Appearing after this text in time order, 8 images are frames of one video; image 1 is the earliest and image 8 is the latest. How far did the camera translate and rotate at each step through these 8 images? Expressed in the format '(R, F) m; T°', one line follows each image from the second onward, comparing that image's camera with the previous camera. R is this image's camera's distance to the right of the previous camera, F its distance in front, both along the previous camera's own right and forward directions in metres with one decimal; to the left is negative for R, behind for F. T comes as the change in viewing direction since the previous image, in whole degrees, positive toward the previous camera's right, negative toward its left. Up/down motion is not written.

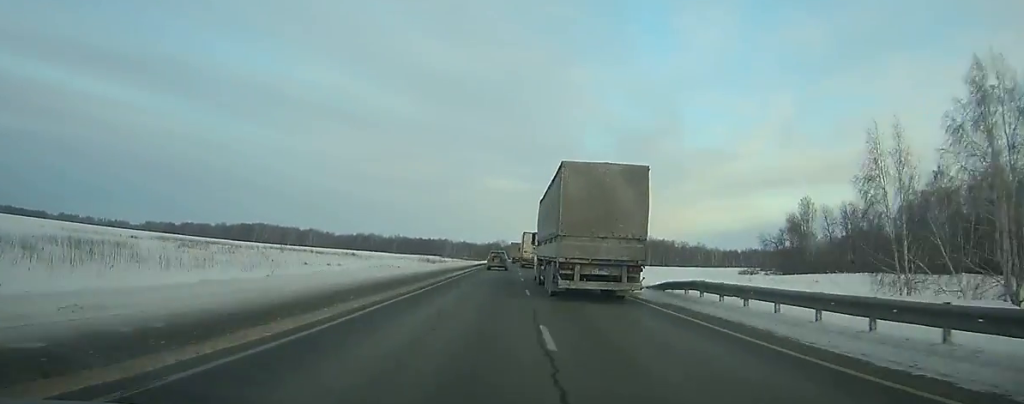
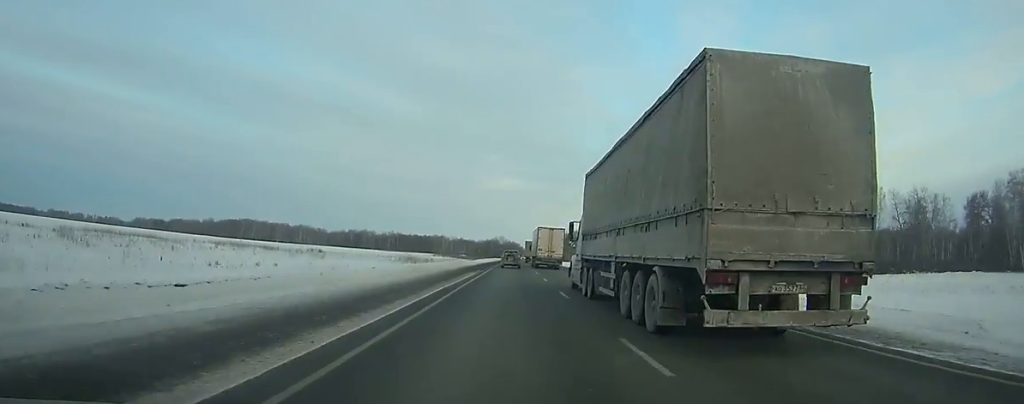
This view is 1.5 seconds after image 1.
(-0.4, +36.1) m; +1°
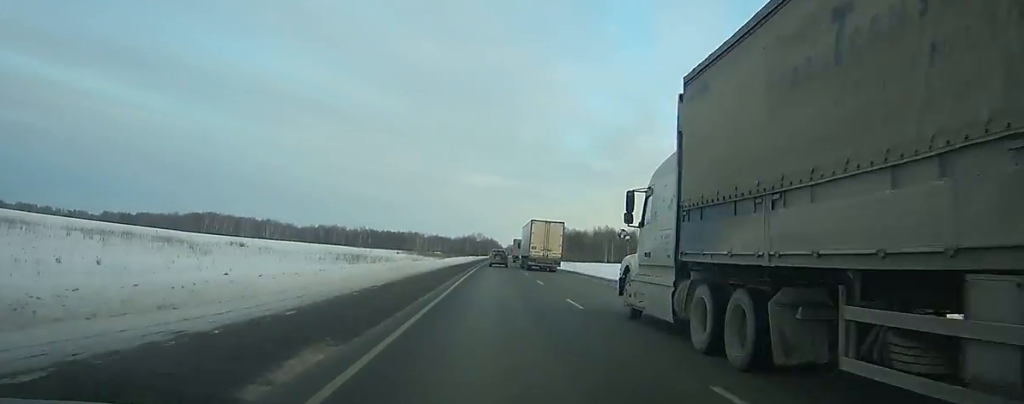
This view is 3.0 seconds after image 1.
(+0.7, +36.3) m; +1°
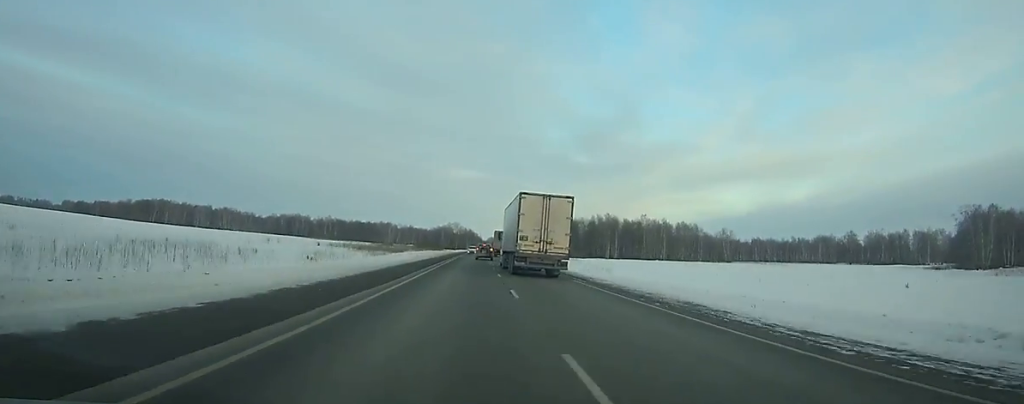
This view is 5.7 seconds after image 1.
(+1.2, +64.1) m; +2°
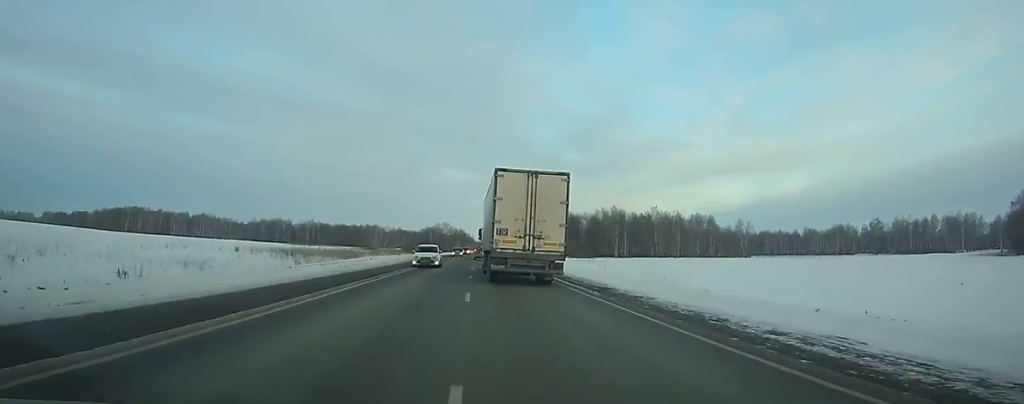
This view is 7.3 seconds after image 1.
(+0.5, +36.9) m; +1°
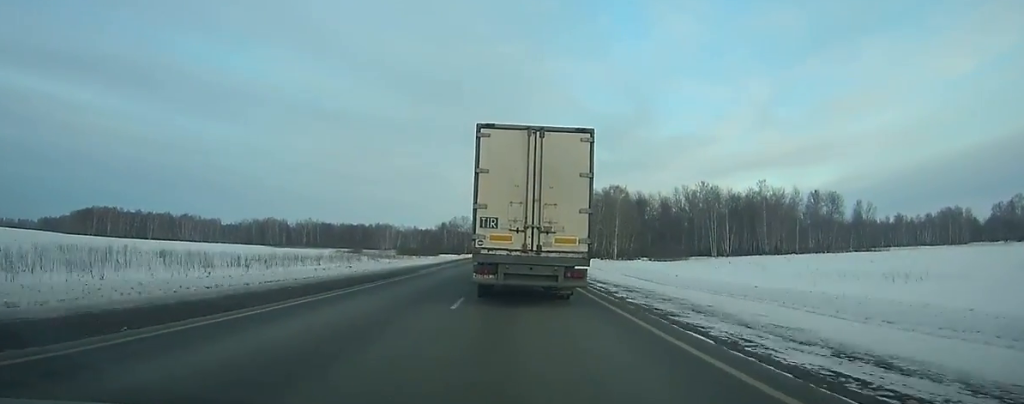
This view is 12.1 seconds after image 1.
(-0.5, +100.4) m; 0°
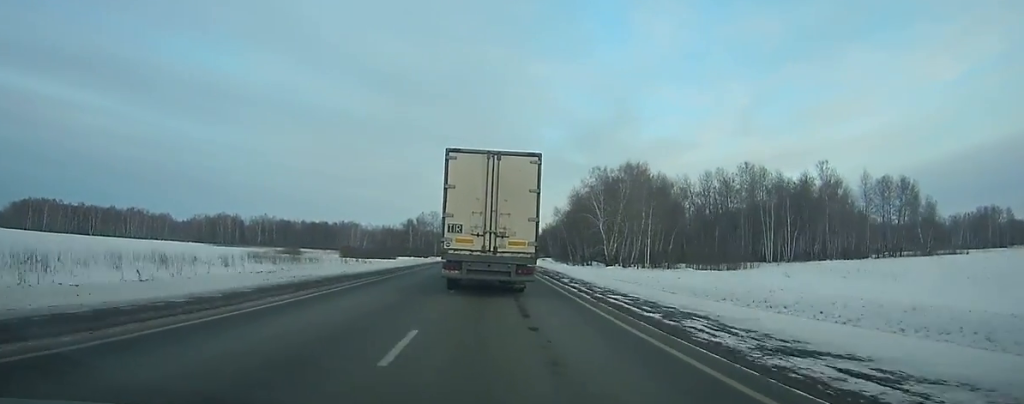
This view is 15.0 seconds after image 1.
(0.0, +57.2) m; 0°
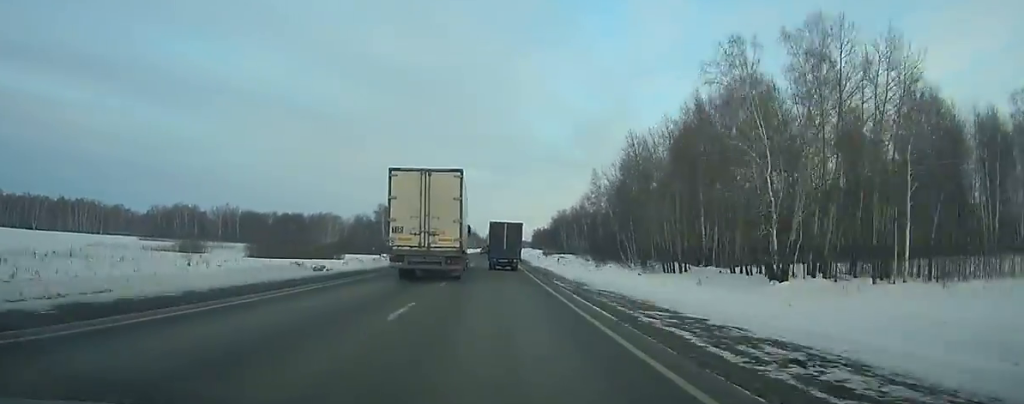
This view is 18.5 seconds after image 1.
(+0.2, +69.6) m; 0°
